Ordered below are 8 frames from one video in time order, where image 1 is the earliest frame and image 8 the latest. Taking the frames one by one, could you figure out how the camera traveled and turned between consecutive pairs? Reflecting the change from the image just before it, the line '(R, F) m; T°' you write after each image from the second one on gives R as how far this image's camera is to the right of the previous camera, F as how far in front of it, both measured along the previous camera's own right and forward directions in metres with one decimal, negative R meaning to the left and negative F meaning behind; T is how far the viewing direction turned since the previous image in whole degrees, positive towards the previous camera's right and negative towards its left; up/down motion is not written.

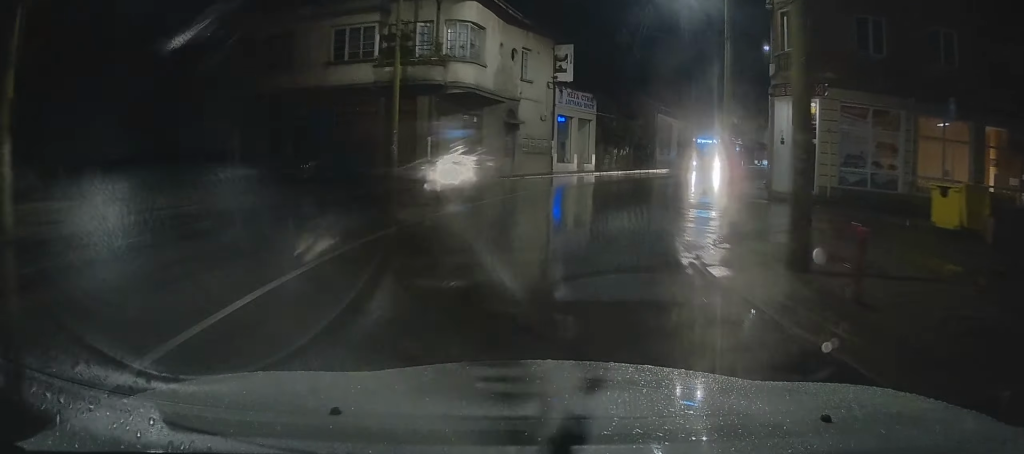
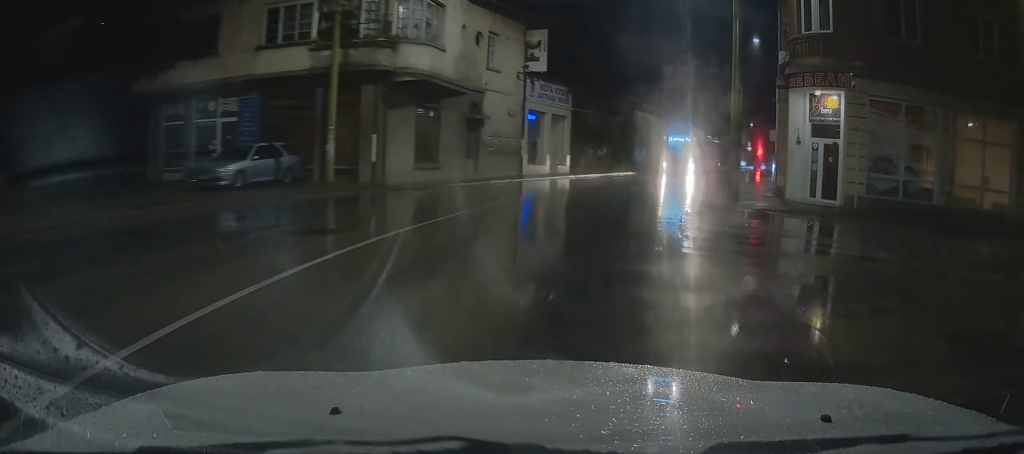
(-0.1, +4.6) m; +2°
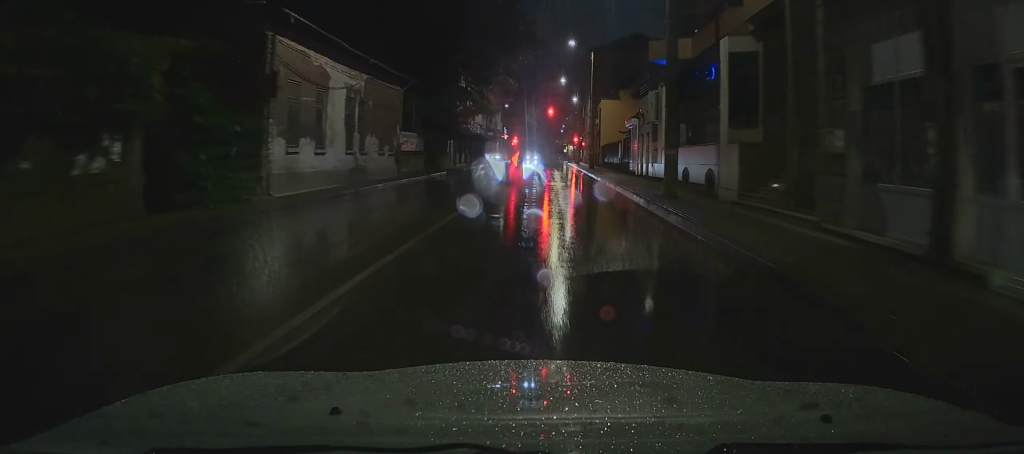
(+5.3, +32.3) m; +18°
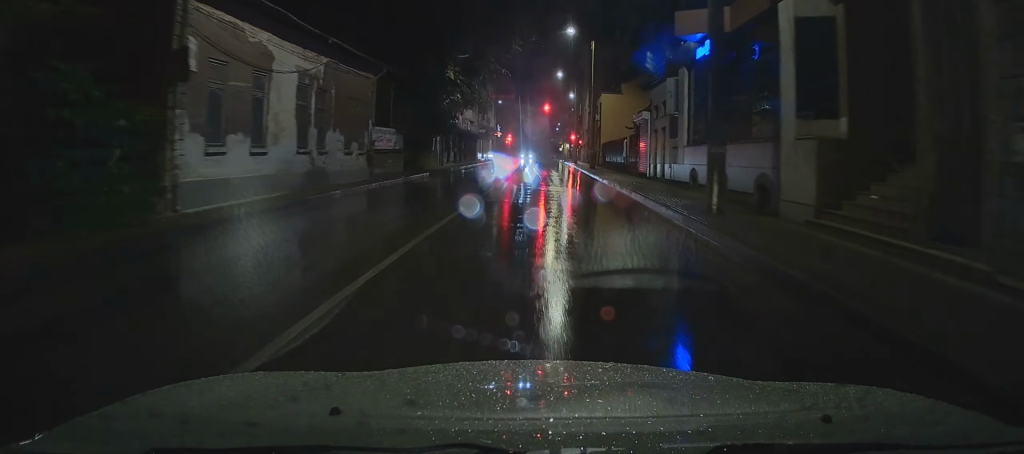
(+0.2, +4.8) m; +2°
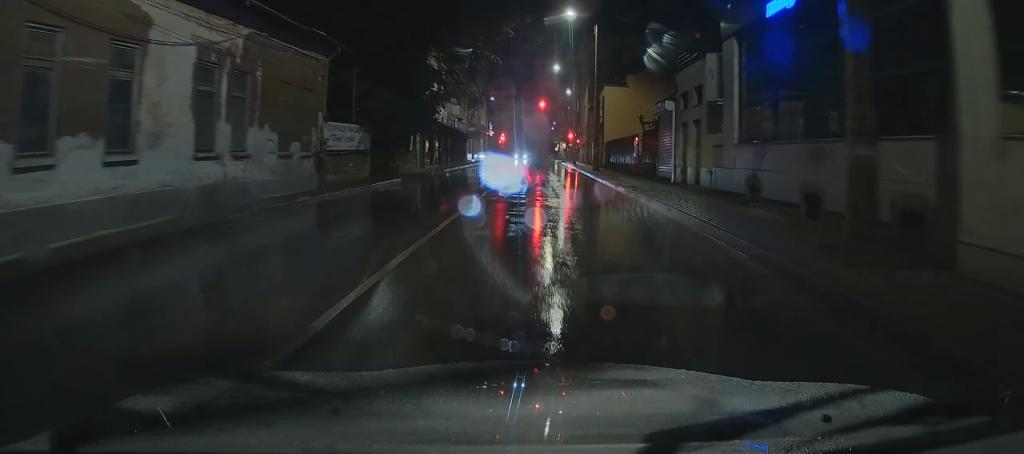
(+0.2, +6.2) m; +2°
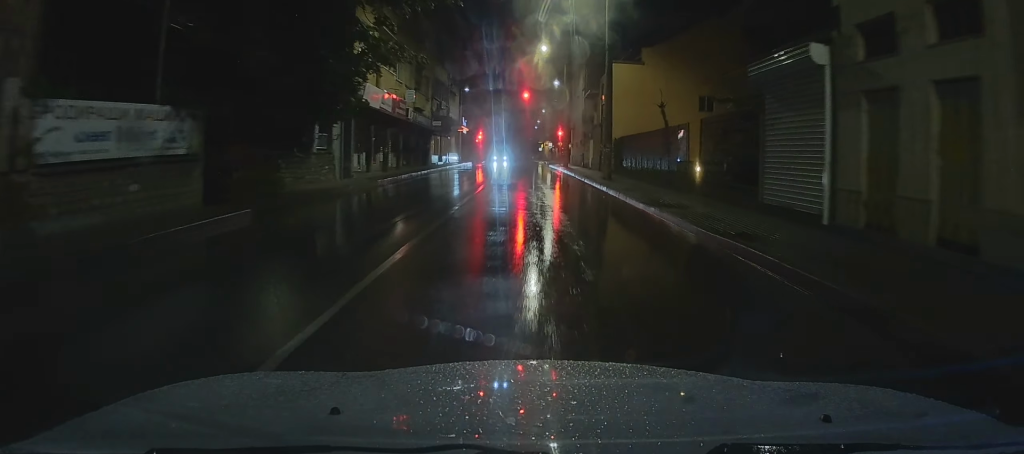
(+0.3, +13.4) m; +2°
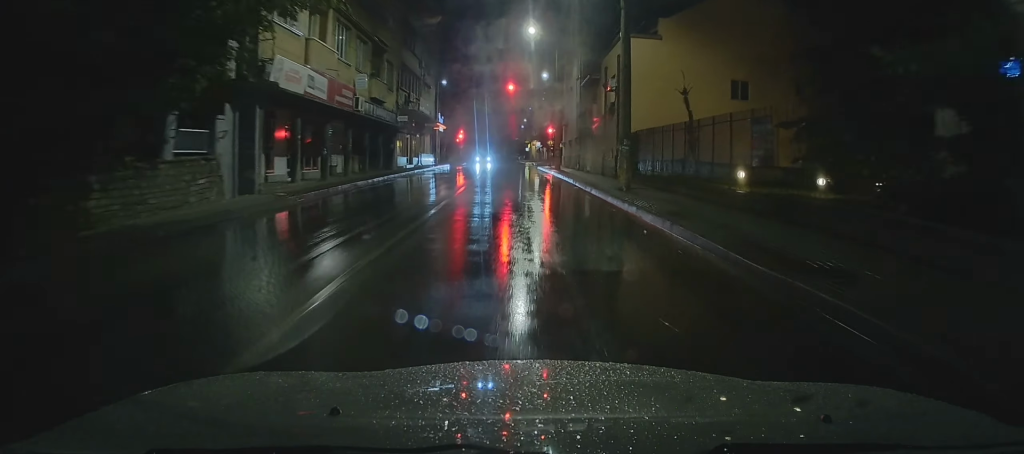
(+0.1, +8.3) m; +1°
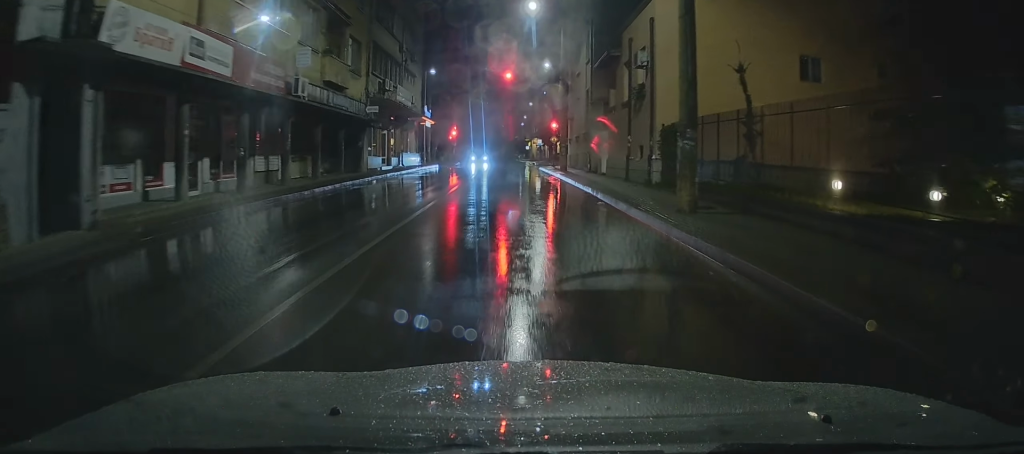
(+0.1, +7.7) m; -1°
